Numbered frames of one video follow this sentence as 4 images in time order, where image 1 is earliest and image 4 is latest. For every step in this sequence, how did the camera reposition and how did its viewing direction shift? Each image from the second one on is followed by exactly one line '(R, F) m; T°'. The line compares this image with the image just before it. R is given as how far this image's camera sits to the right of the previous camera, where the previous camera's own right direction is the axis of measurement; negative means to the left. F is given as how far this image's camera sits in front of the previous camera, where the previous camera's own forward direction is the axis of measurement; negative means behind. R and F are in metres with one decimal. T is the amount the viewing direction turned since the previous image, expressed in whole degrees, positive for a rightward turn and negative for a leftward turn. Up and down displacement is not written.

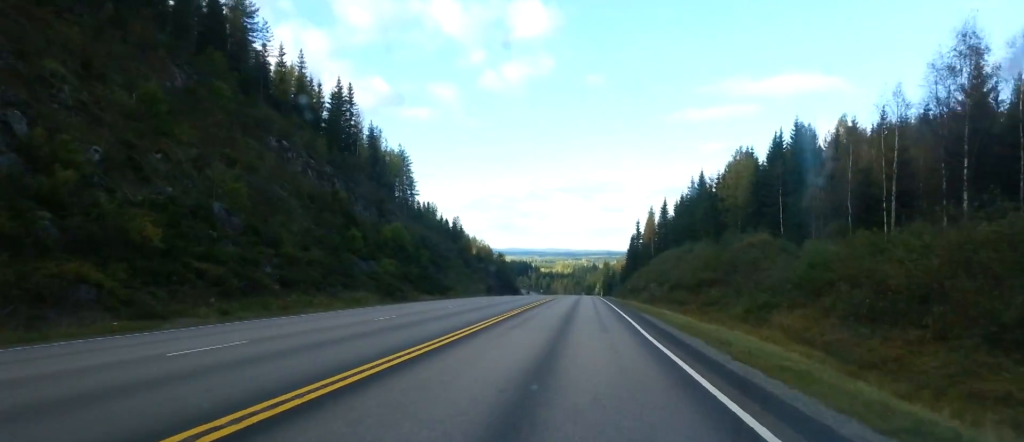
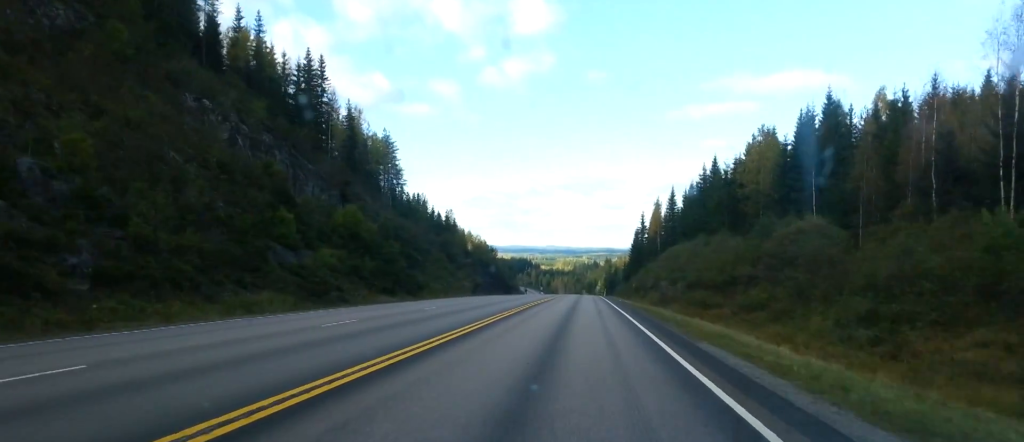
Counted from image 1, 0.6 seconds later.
(-0.2, +16.5) m; +1°
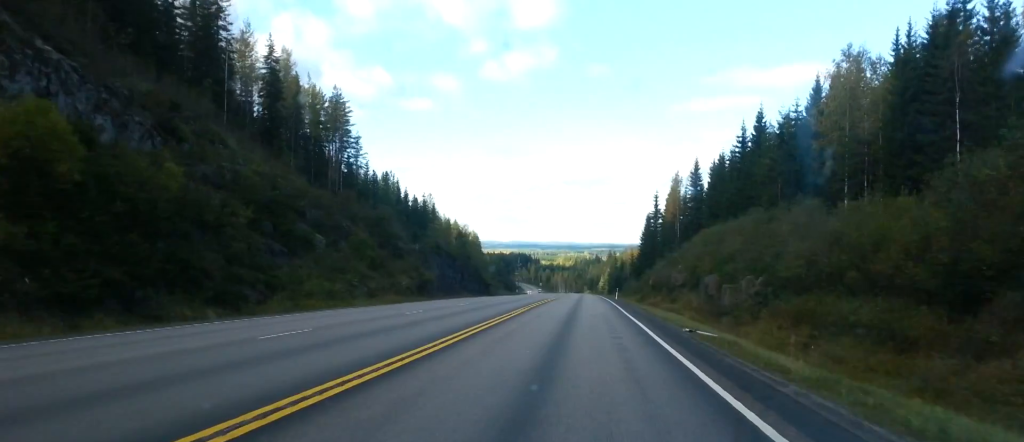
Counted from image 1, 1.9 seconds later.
(+0.8, +39.0) m; +1°
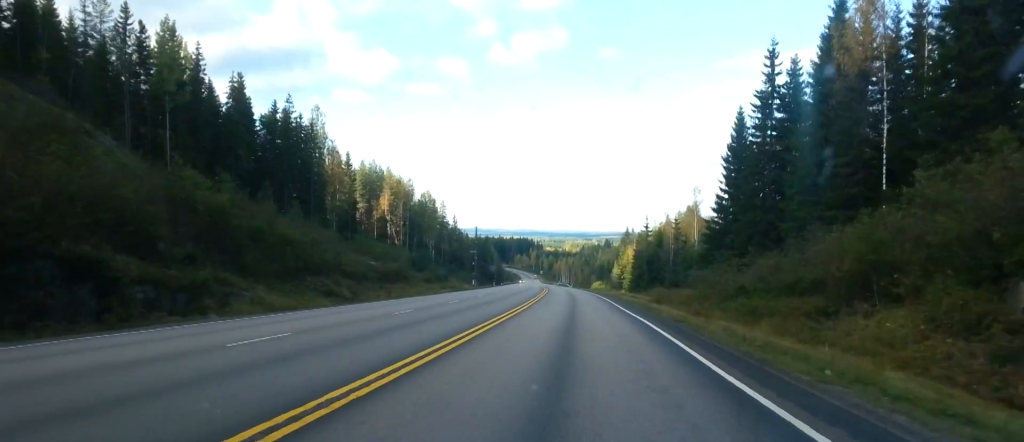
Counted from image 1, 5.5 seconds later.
(-3.3, +108.9) m; -3°
